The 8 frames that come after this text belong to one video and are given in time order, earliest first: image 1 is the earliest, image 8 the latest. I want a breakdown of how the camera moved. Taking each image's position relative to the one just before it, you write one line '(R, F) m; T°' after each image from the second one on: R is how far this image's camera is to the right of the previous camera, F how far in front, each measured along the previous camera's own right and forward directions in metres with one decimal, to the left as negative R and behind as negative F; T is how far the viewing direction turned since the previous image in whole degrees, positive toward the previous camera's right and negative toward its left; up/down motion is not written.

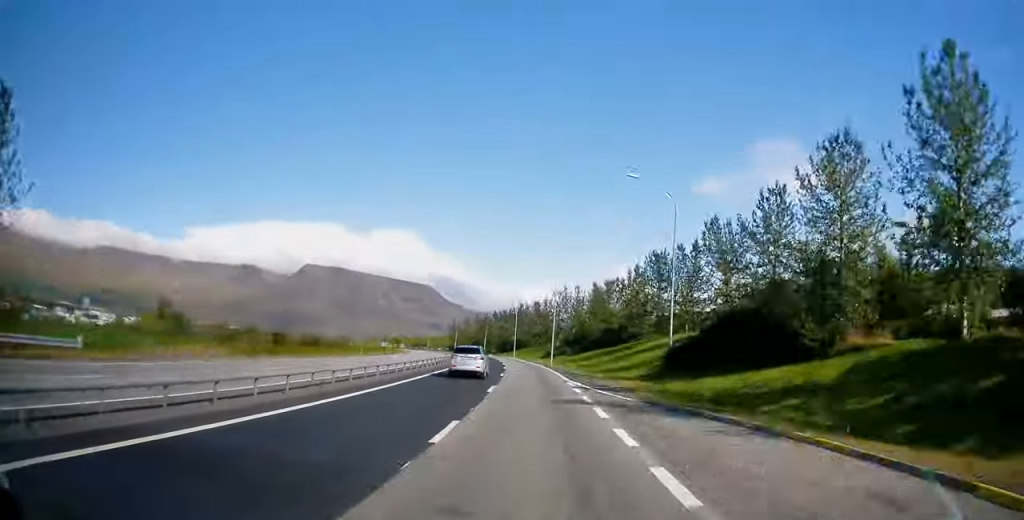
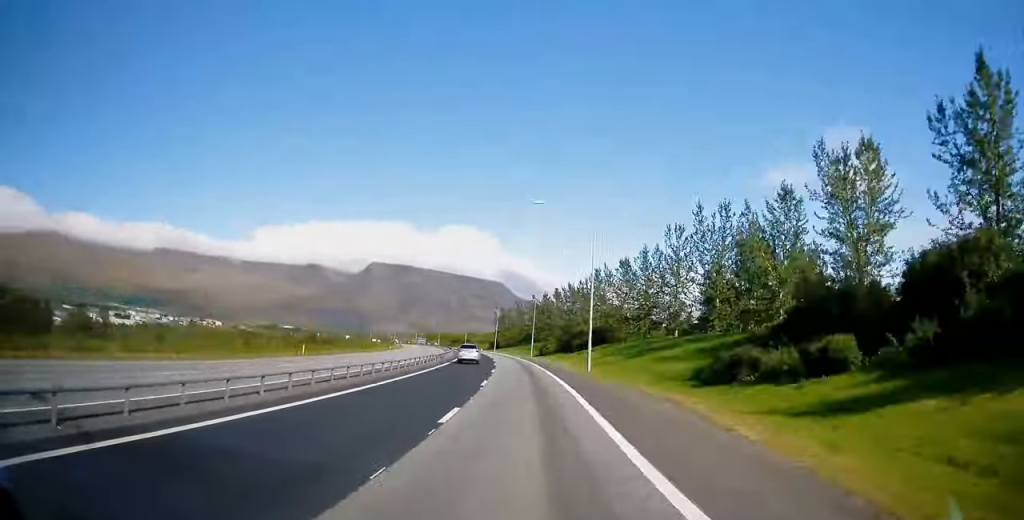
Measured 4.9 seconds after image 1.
(-5.4, +84.7) m; -7°
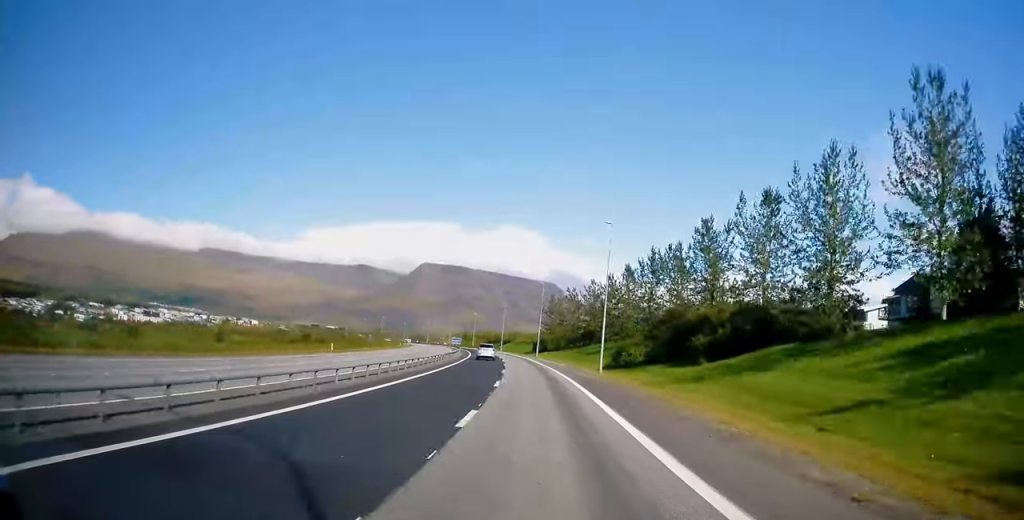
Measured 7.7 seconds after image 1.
(-1.2, +49.4) m; -4°
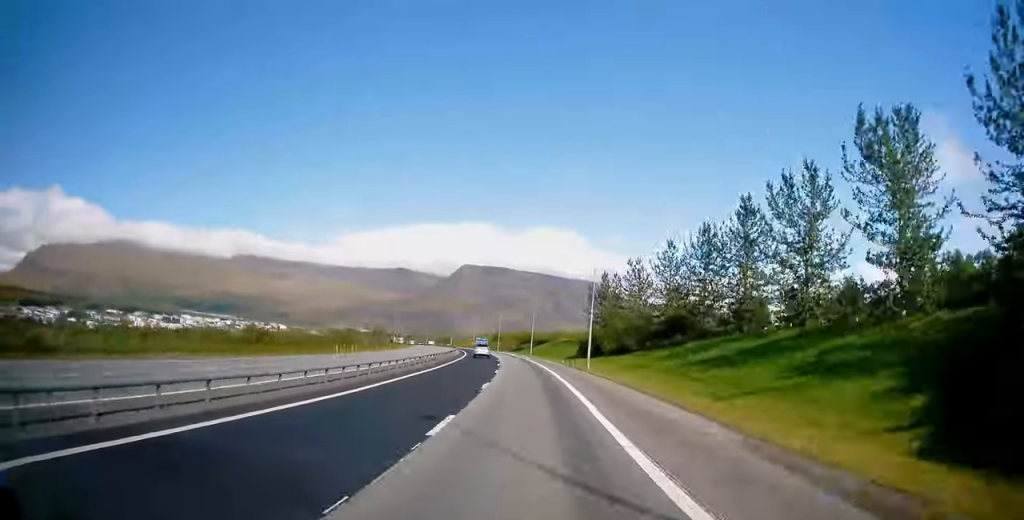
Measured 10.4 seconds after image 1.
(-2.3, +48.6) m; -4°
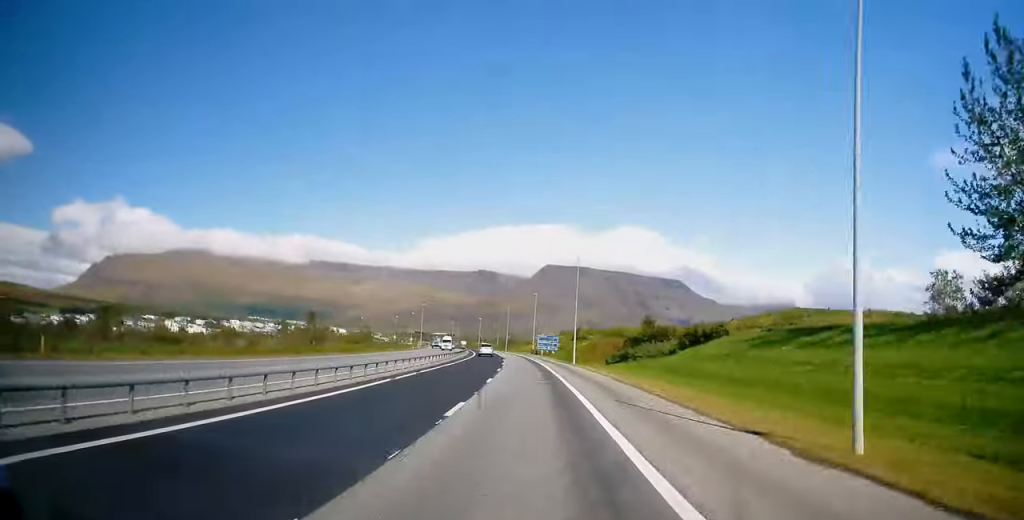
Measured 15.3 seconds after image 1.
(-5.8, +90.8) m; -8°
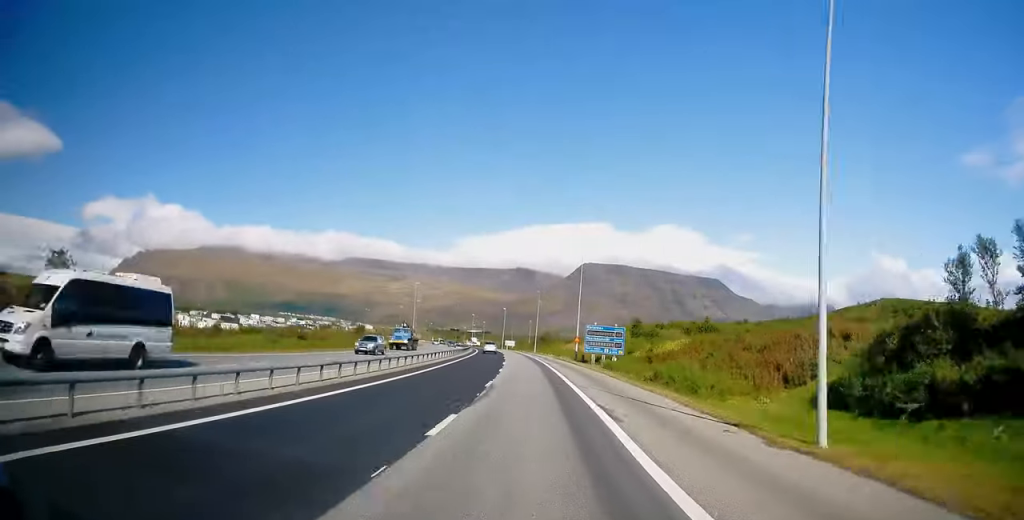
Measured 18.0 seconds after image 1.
(-2.2, +48.1) m; -3°
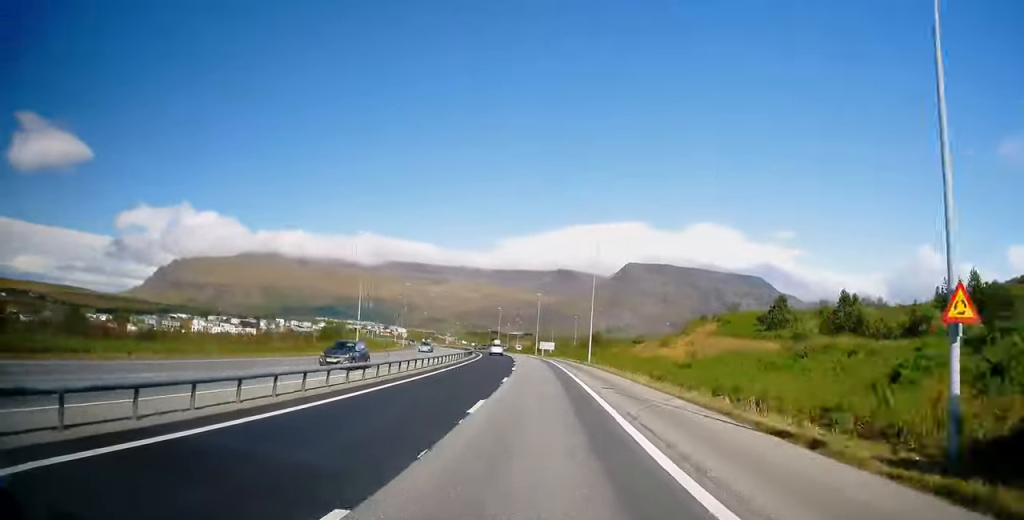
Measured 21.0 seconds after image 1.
(-1.5, +50.3) m; -4°
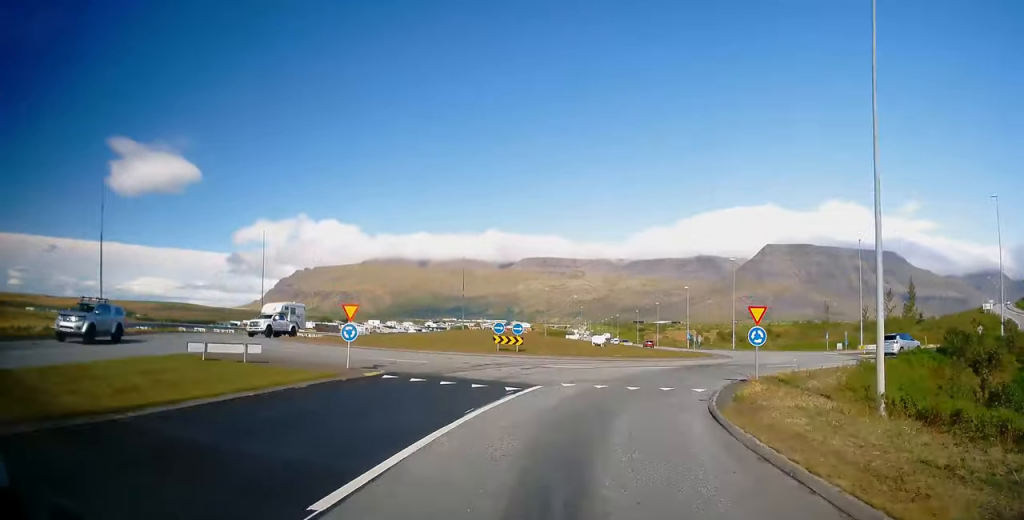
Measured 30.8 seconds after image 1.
(-12.9, +130.6) m; 0°
